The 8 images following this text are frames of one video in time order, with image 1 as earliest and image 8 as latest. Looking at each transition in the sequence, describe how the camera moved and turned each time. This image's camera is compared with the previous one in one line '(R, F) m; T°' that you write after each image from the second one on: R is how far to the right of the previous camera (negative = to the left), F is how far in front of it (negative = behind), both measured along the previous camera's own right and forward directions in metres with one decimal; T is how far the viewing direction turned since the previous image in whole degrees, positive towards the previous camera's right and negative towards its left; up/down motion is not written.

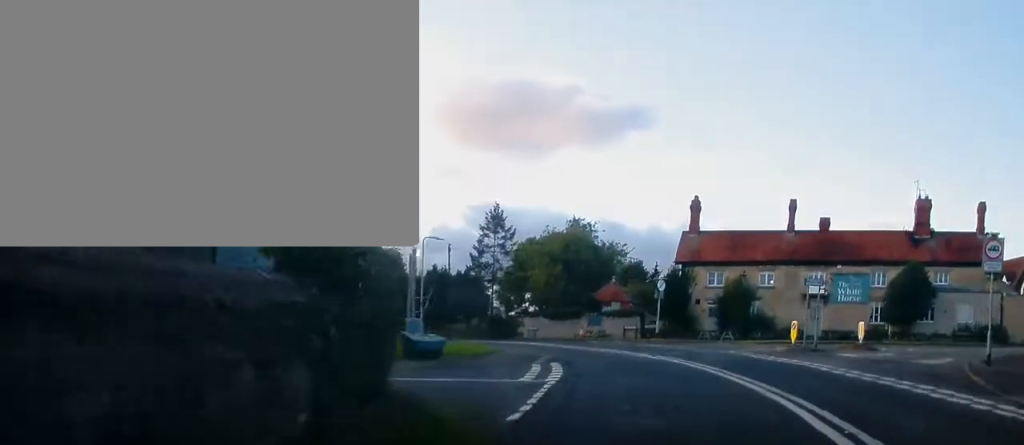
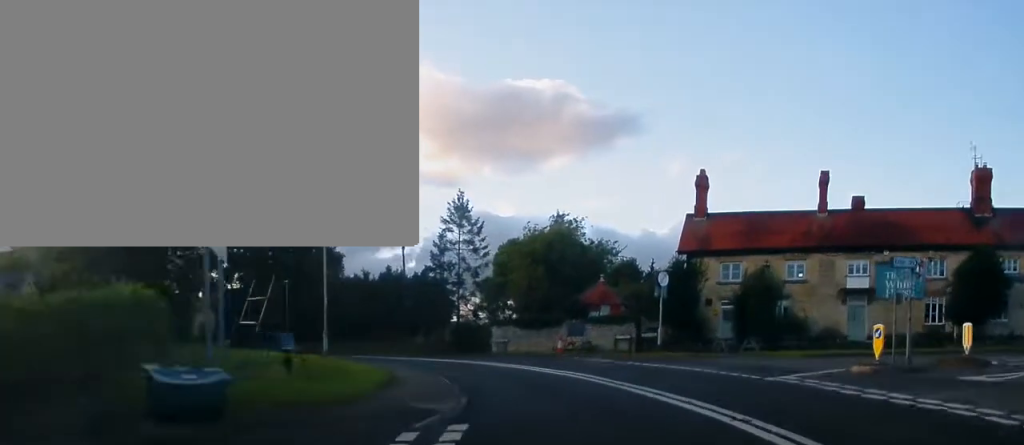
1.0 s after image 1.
(+0.5, +12.0) m; -1°
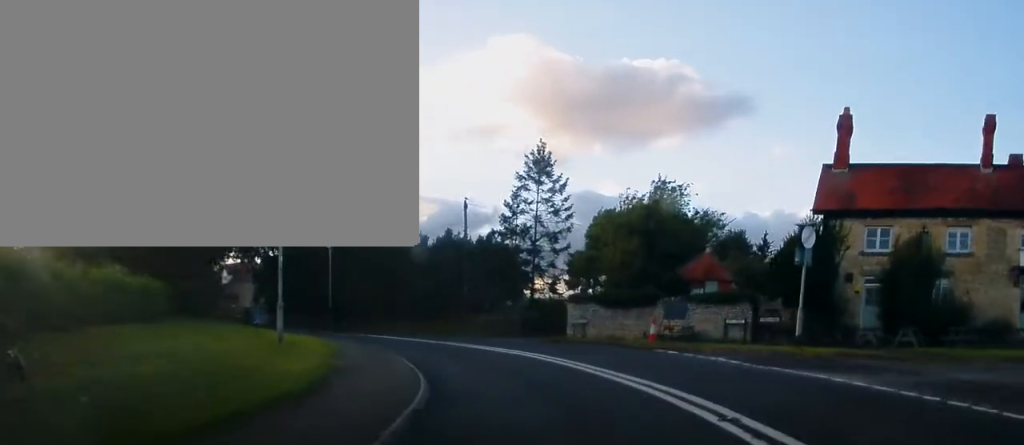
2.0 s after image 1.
(-0.8, +10.7) m; -9°
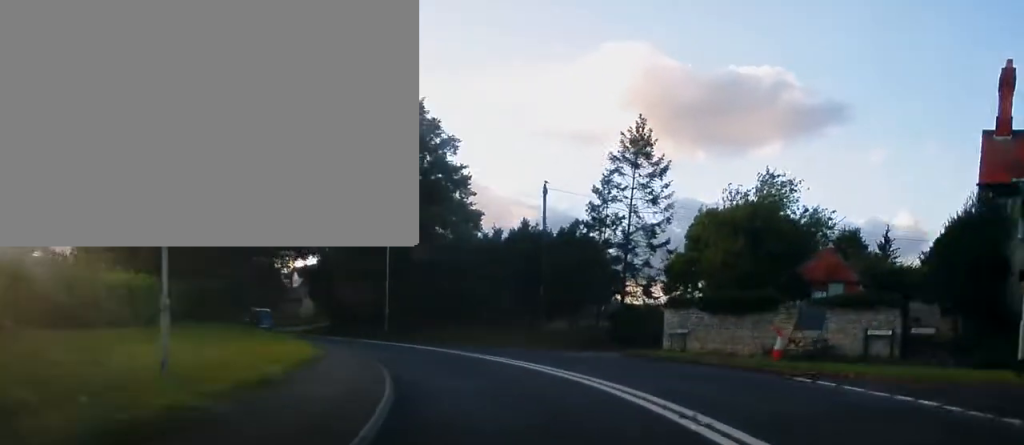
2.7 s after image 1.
(-0.7, +8.4) m; -7°
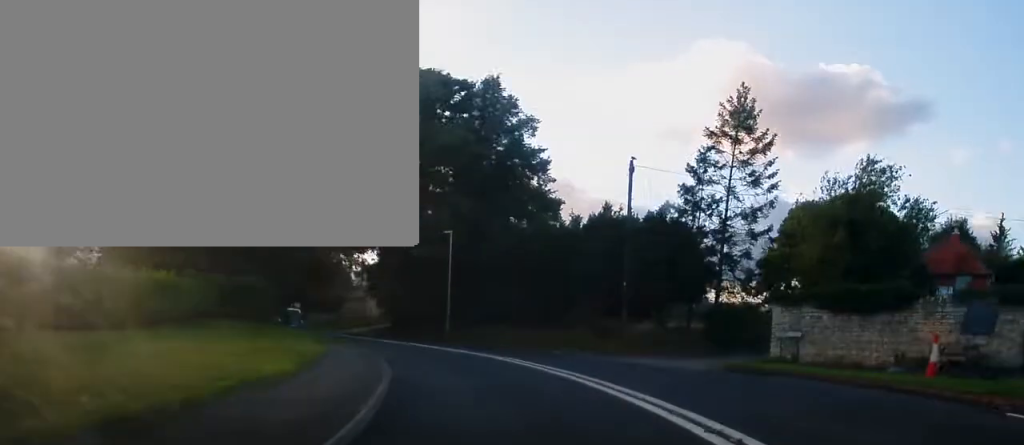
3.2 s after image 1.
(-0.2, +6.1) m; -5°
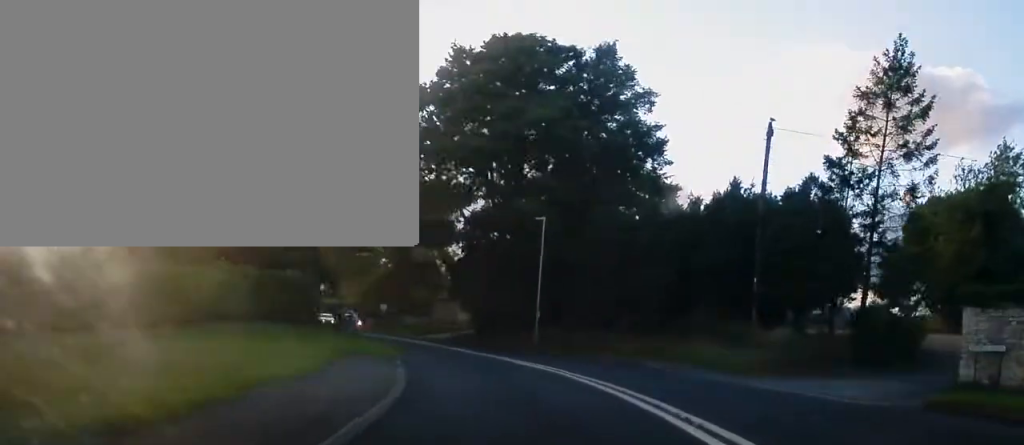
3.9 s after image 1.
(-0.3, +7.5) m; -7°
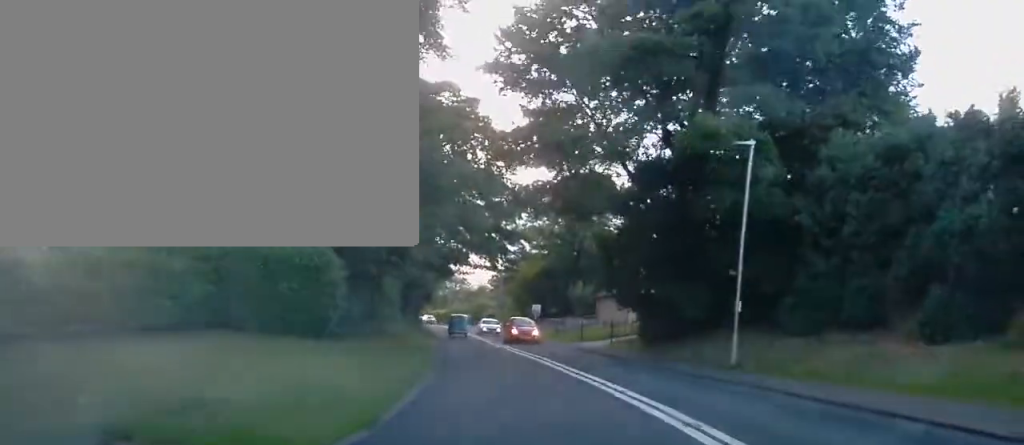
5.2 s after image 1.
(-2.1, +15.2) m; -14°
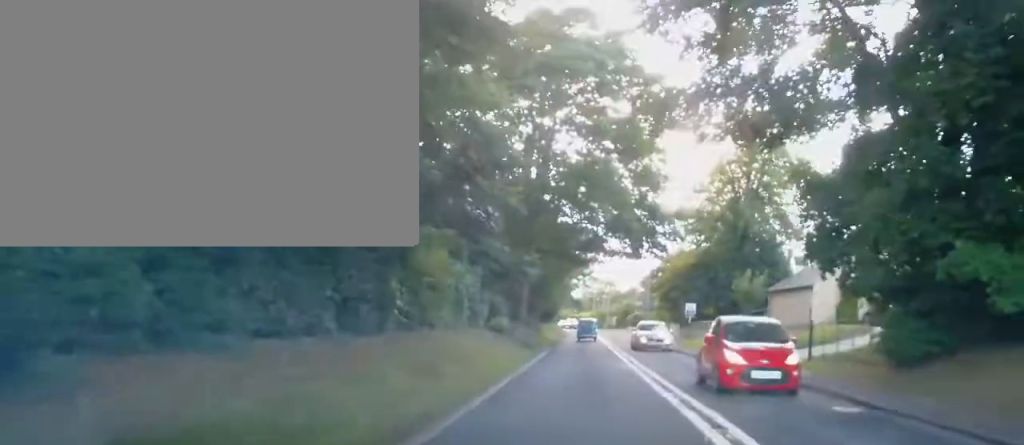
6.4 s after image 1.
(-1.2, +14.4) m; -7°
